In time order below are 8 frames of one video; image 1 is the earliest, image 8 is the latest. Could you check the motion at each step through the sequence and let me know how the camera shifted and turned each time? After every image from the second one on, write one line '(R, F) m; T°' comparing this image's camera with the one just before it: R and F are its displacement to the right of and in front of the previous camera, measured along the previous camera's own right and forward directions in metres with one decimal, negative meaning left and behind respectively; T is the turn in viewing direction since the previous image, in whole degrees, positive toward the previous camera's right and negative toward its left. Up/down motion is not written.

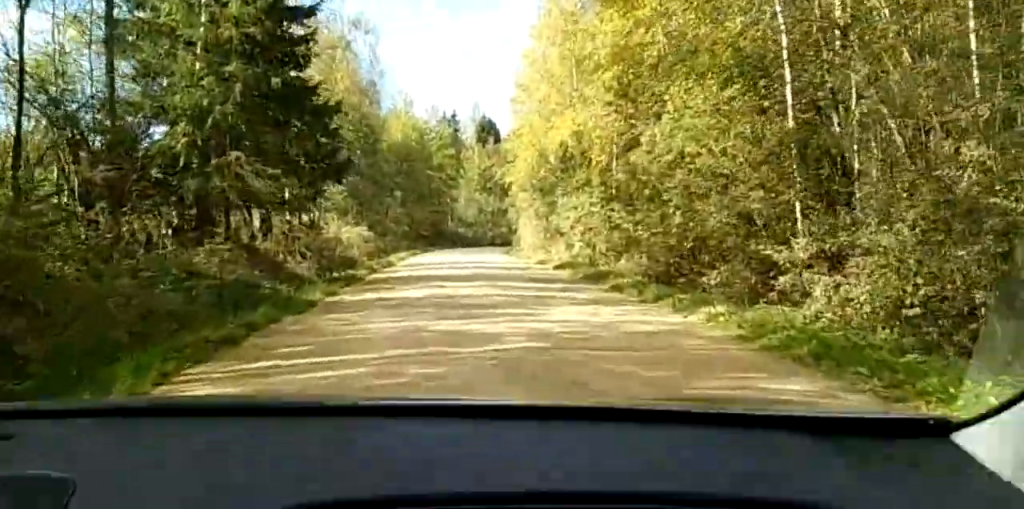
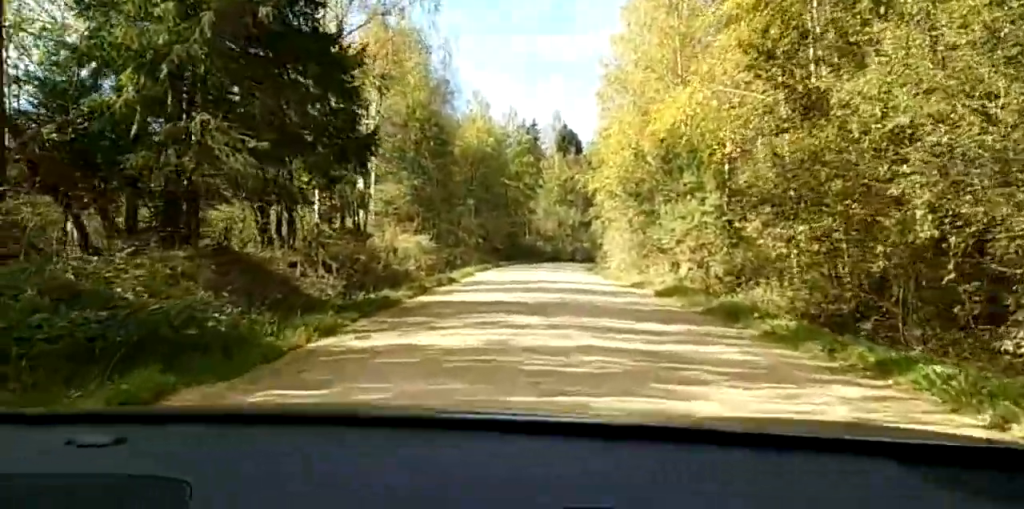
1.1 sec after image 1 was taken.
(+0.1, +8.8) m; +1°
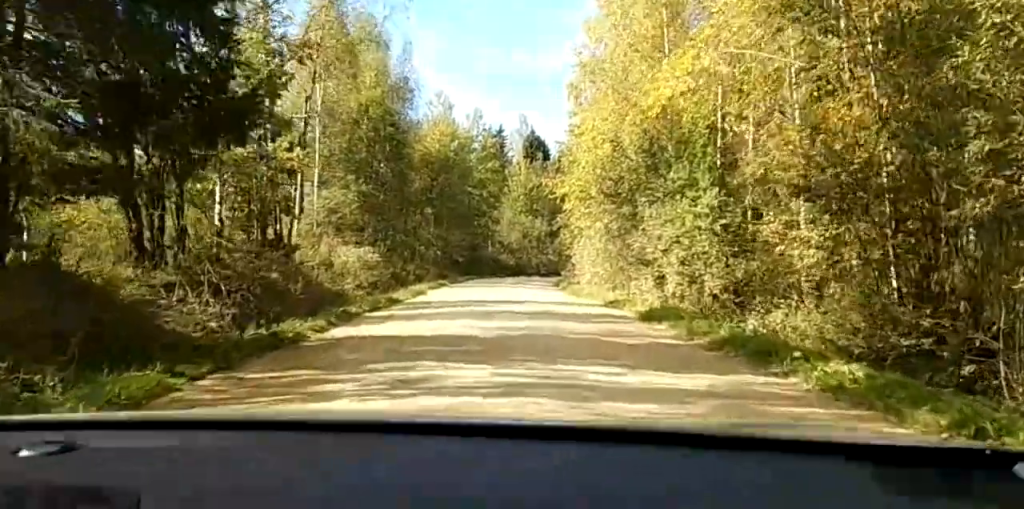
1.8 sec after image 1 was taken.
(0.0, +5.5) m; 0°
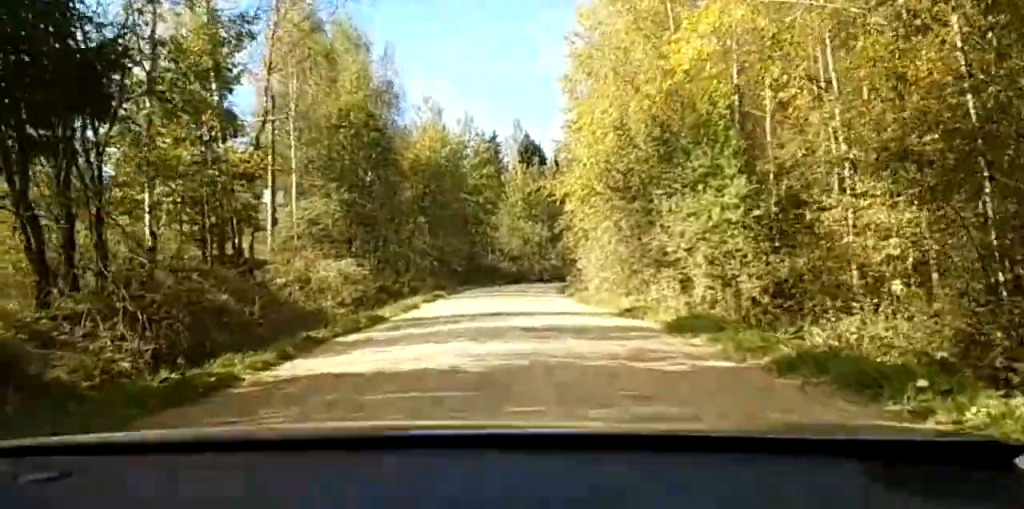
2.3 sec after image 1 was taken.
(0.0, +4.2) m; 0°
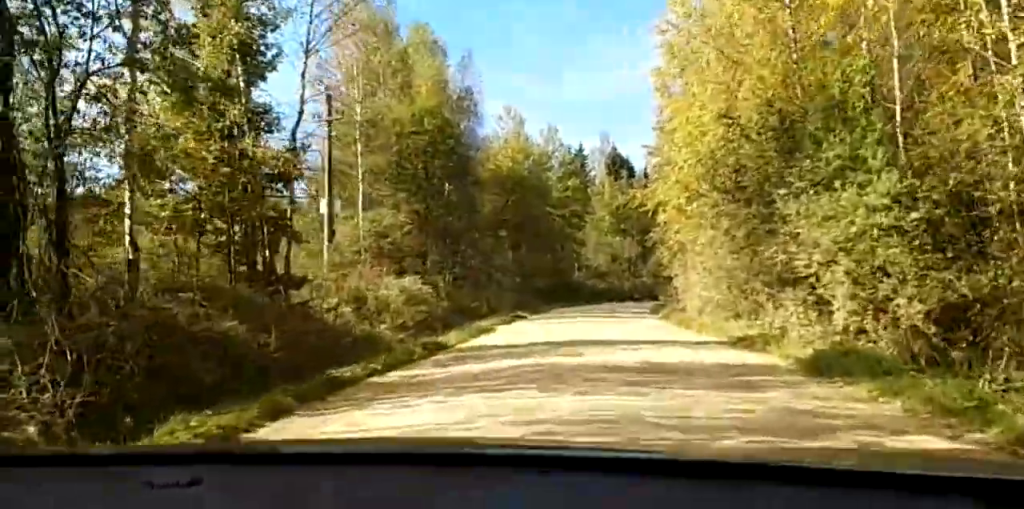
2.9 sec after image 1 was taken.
(0.0, +4.9) m; 0°
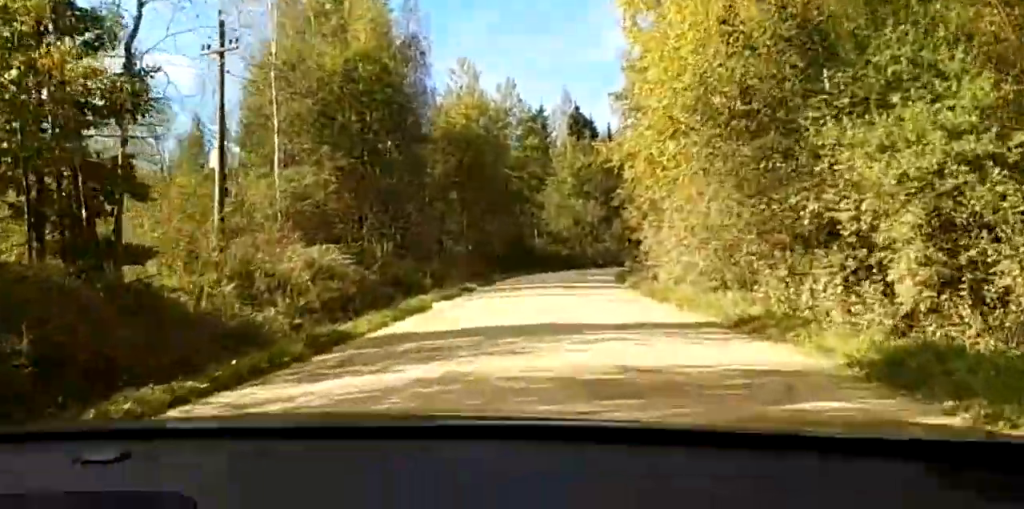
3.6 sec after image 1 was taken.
(0.0, +6.0) m; +1°
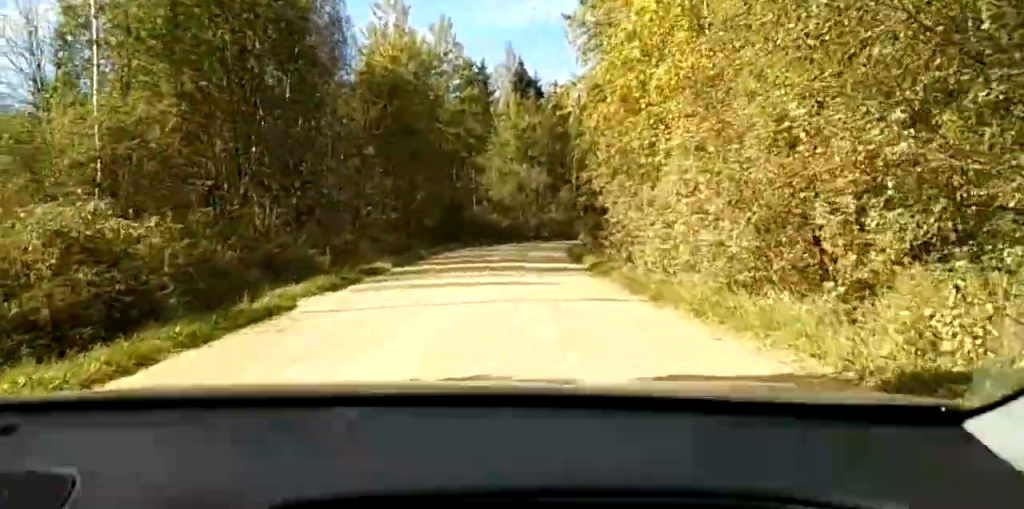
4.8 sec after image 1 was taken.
(+0.4, +9.9) m; +5°
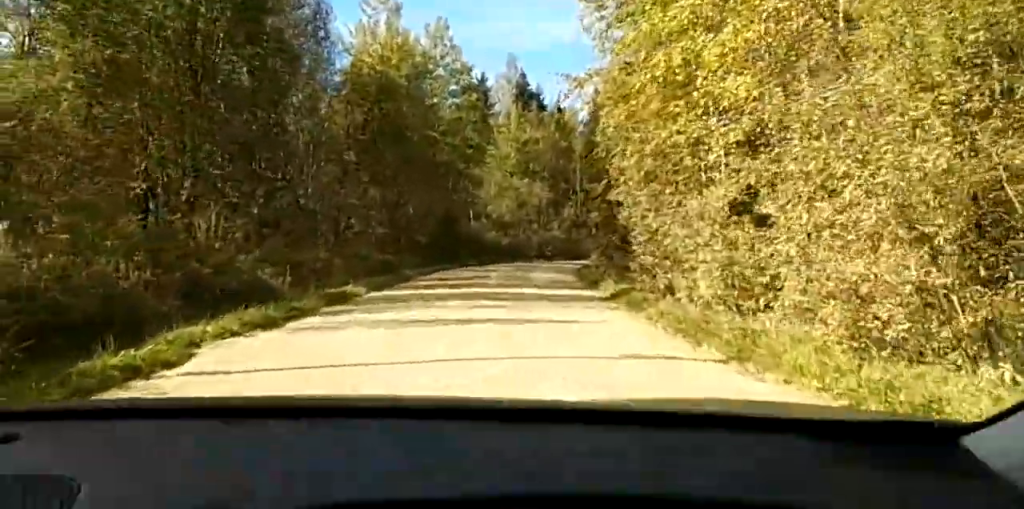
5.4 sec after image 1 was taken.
(+0.4, +6.0) m; +2°
